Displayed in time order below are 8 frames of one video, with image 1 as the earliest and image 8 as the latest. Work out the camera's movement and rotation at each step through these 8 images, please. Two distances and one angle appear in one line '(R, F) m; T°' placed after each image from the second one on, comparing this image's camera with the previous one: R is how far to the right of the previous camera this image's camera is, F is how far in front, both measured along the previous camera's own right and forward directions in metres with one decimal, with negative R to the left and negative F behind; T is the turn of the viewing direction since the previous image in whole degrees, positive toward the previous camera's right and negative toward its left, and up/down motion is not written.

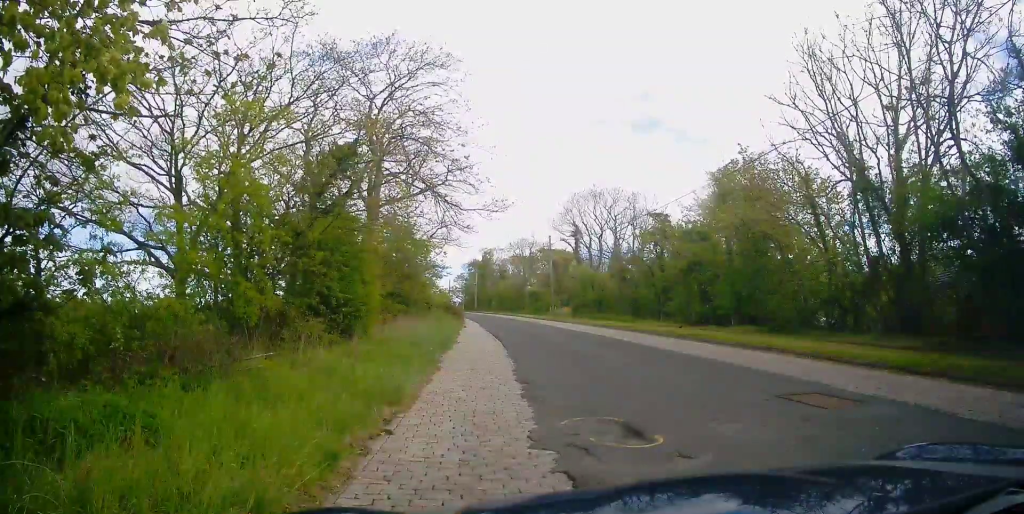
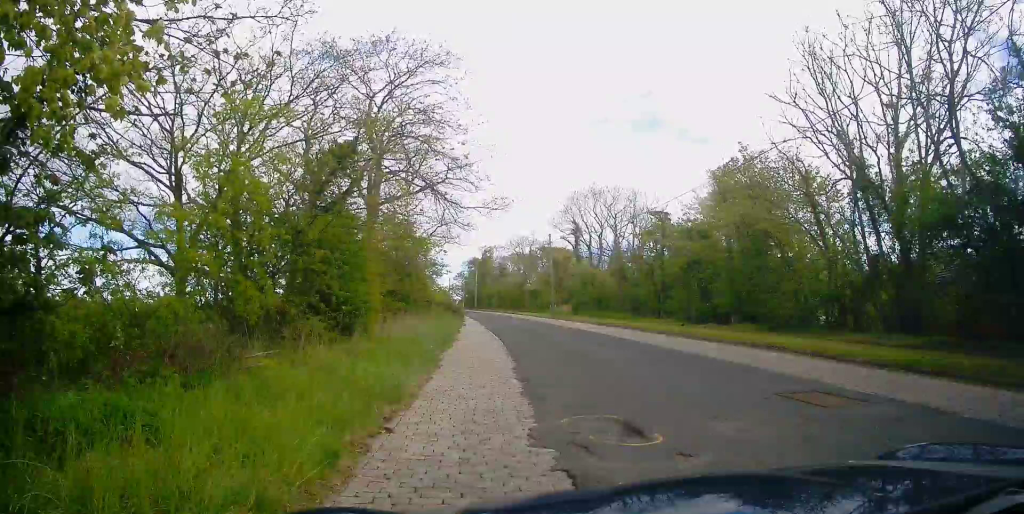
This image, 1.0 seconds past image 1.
(0.0, 0.0) m; 0°
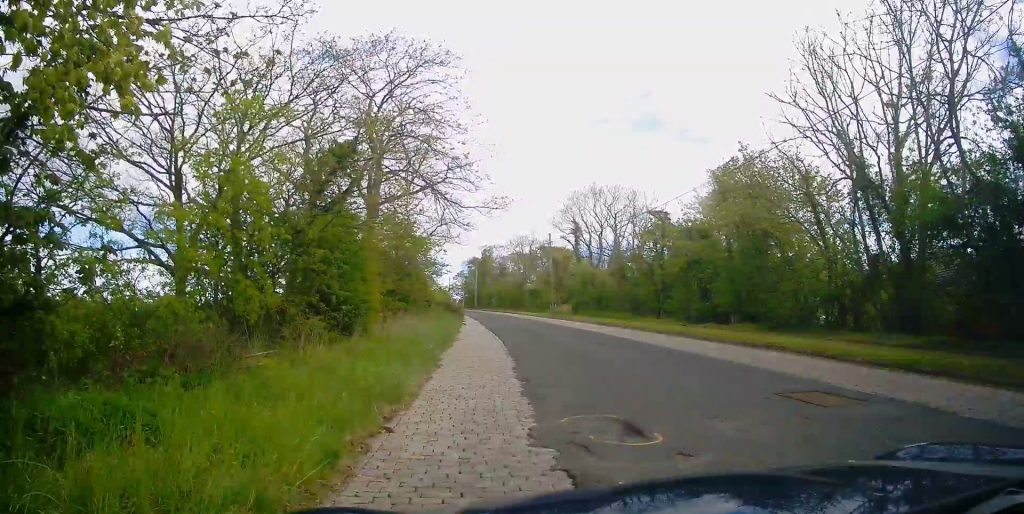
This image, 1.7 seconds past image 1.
(0.0, 0.0) m; 0°
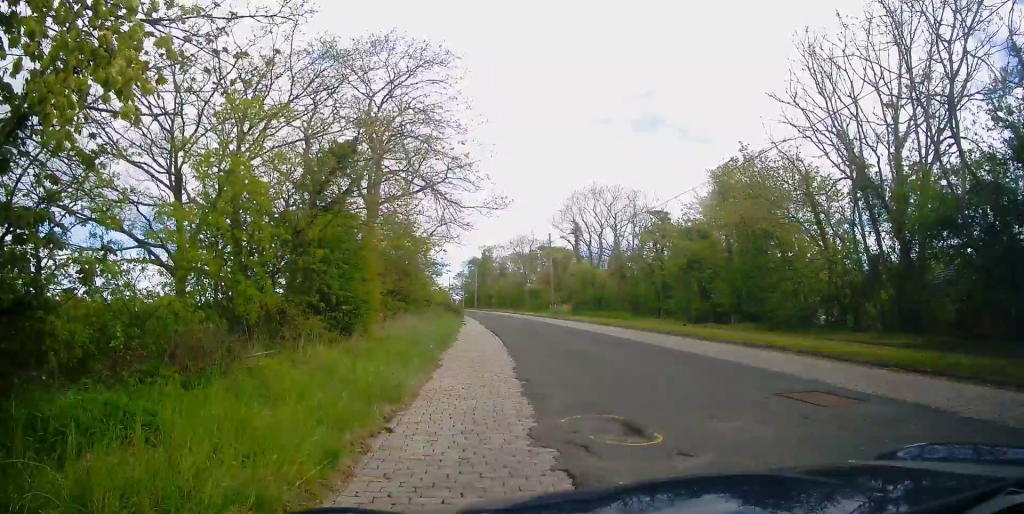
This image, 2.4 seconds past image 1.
(0.0, 0.0) m; 0°
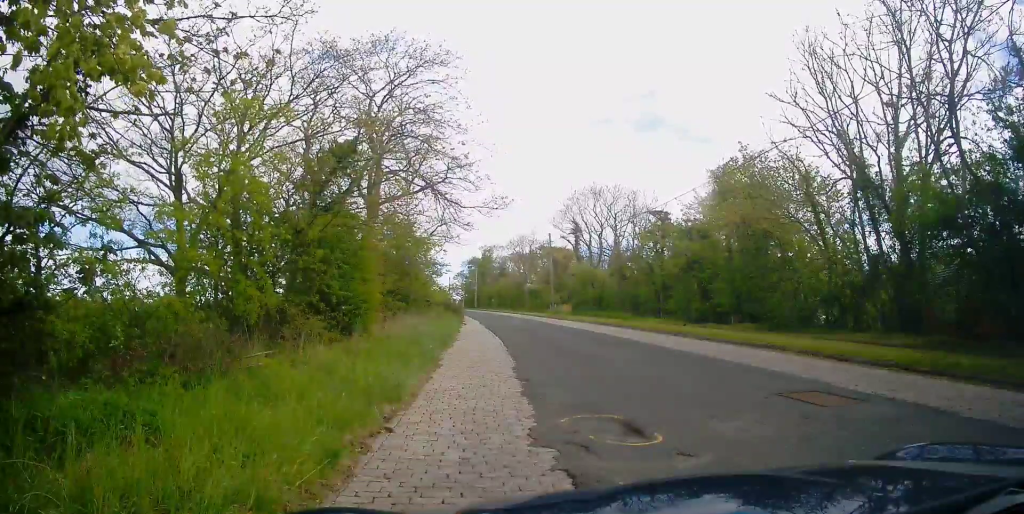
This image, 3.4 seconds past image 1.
(0.0, 0.0) m; 0°
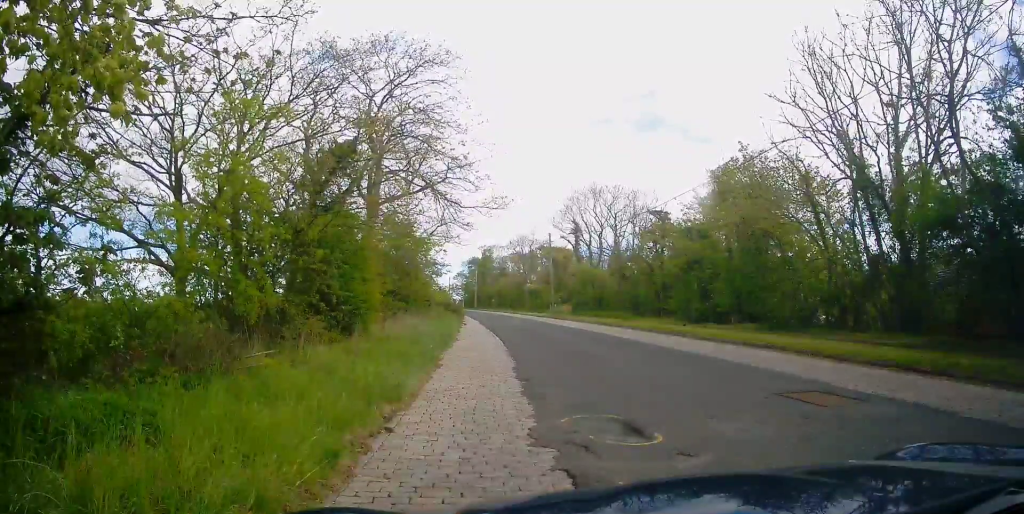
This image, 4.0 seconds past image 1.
(0.0, 0.0) m; 0°
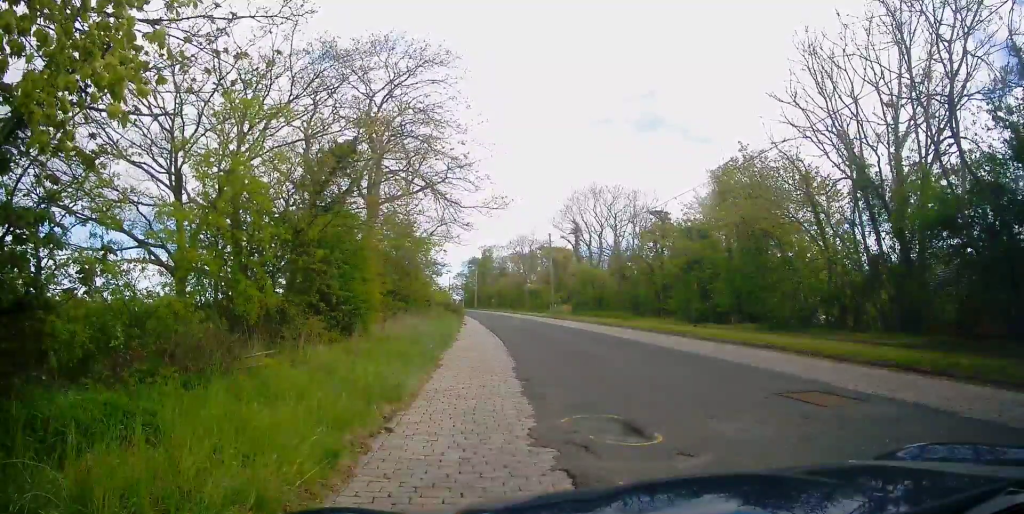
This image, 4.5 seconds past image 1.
(0.0, 0.0) m; 0°
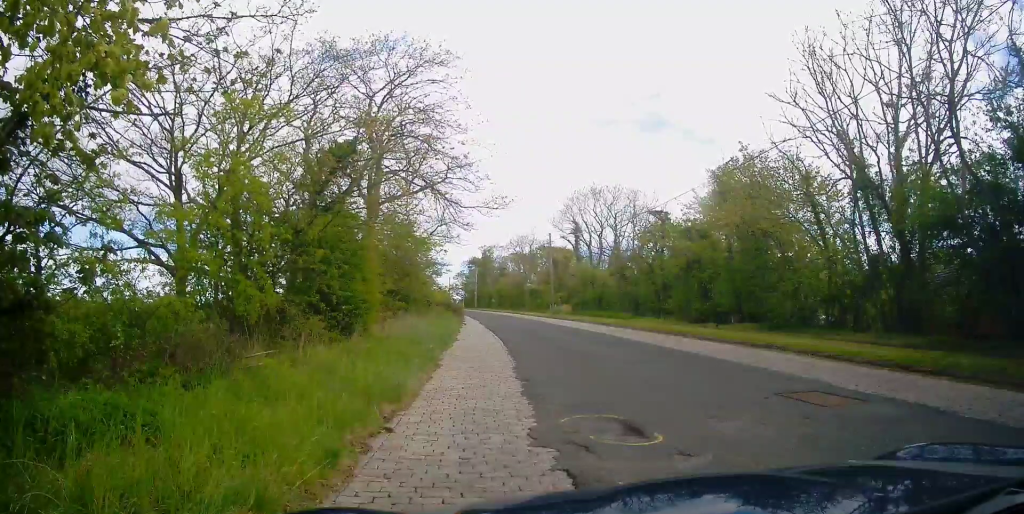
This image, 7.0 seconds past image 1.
(-0.1, +0.2) m; 0°
